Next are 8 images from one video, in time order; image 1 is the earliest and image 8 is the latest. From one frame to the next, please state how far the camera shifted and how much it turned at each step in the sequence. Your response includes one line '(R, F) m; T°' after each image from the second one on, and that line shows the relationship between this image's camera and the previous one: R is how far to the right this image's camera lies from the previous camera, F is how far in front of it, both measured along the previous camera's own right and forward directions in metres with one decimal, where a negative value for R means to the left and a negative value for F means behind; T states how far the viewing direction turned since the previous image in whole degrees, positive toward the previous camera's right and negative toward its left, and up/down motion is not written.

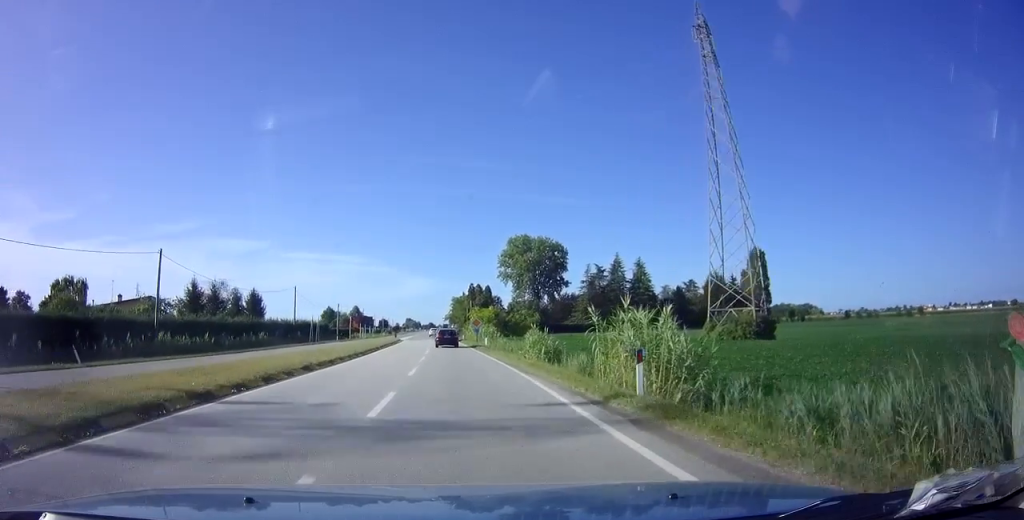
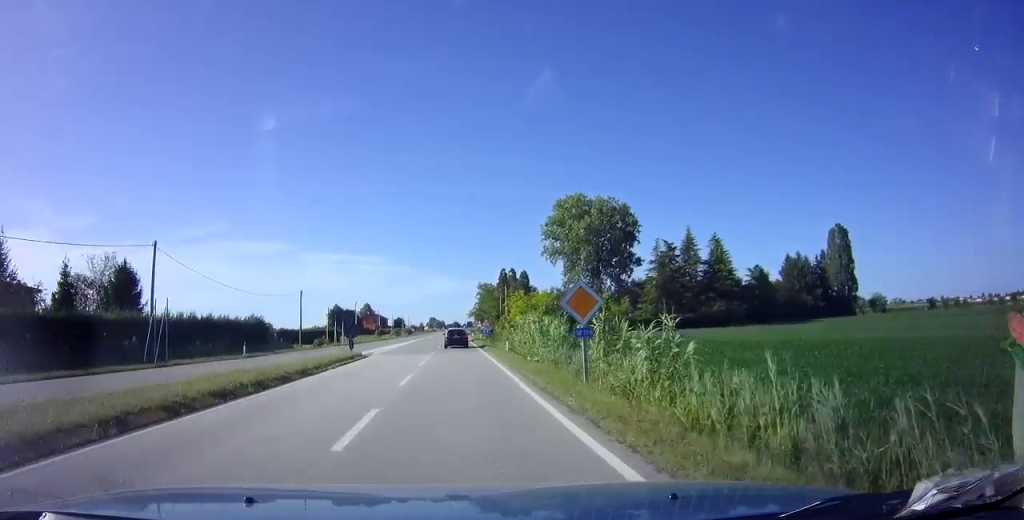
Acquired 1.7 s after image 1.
(-0.7, +38.2) m; -2°
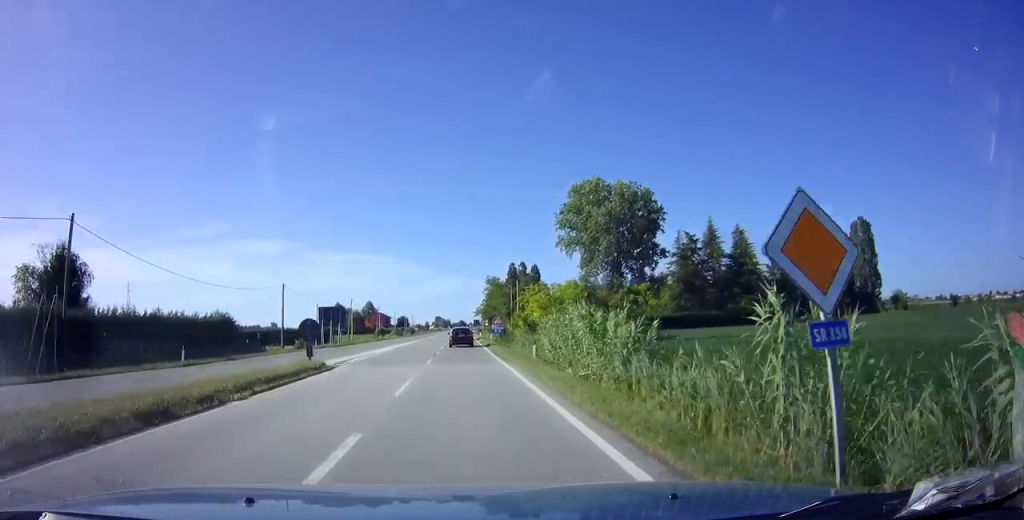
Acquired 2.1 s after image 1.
(-0.1, +9.9) m; 0°
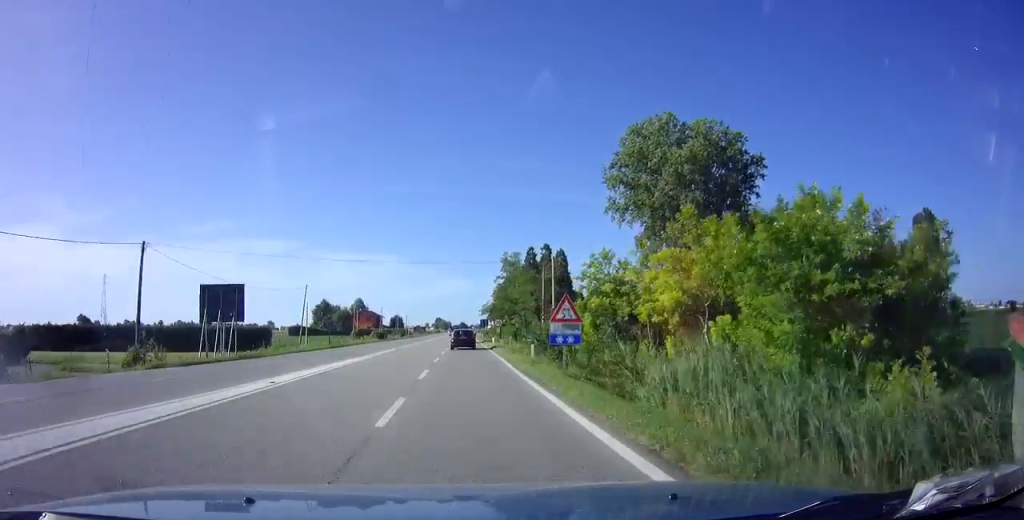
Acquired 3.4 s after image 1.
(-0.3, +28.2) m; -1°
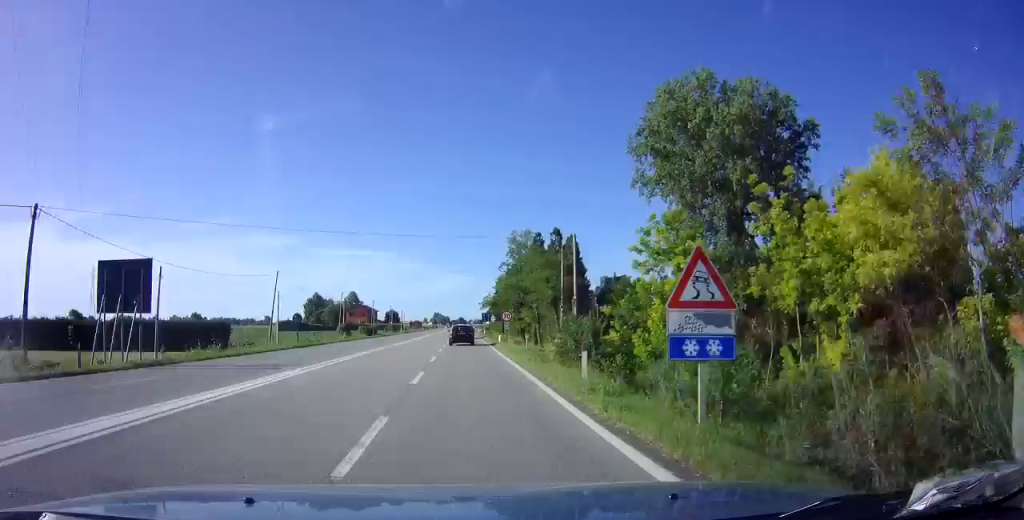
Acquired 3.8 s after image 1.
(0.0, +9.9) m; 0°
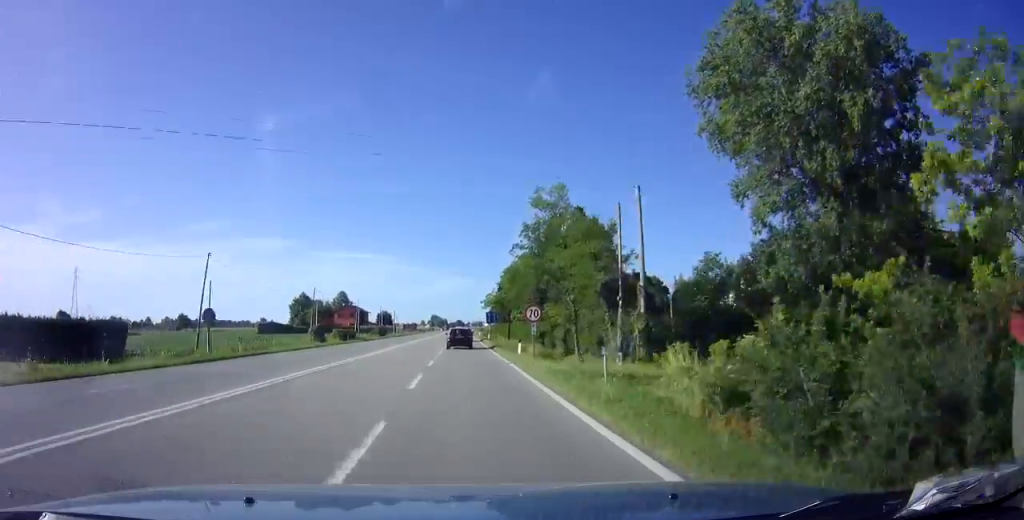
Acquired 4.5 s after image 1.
(0.0, +15.2) m; 0°
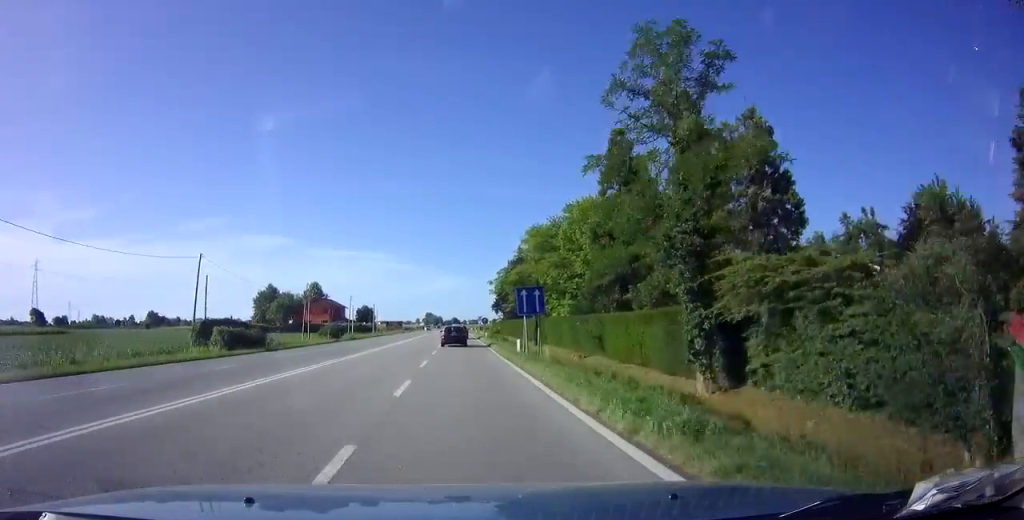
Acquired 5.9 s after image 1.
(+0.2, +31.9) m; 0°
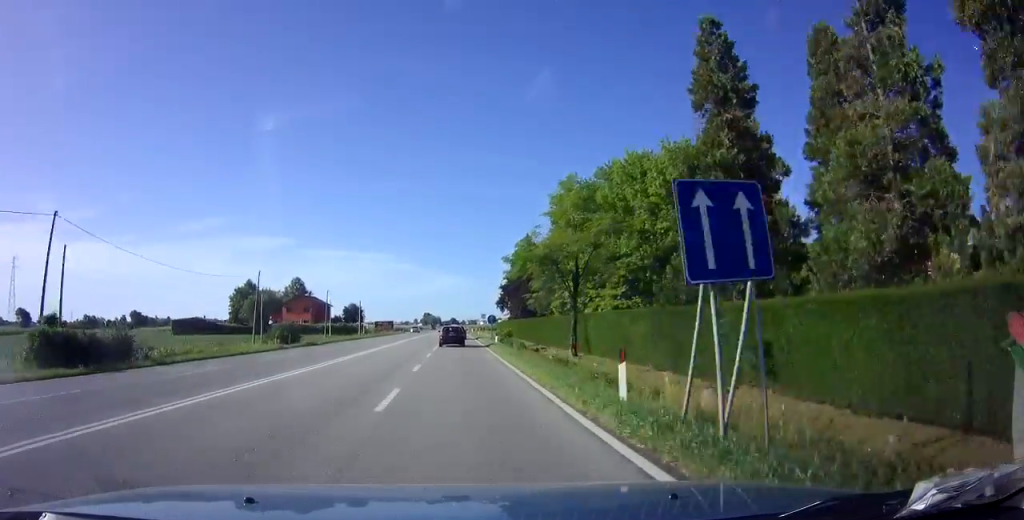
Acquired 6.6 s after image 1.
(0.0, +16.7) m; 0°
